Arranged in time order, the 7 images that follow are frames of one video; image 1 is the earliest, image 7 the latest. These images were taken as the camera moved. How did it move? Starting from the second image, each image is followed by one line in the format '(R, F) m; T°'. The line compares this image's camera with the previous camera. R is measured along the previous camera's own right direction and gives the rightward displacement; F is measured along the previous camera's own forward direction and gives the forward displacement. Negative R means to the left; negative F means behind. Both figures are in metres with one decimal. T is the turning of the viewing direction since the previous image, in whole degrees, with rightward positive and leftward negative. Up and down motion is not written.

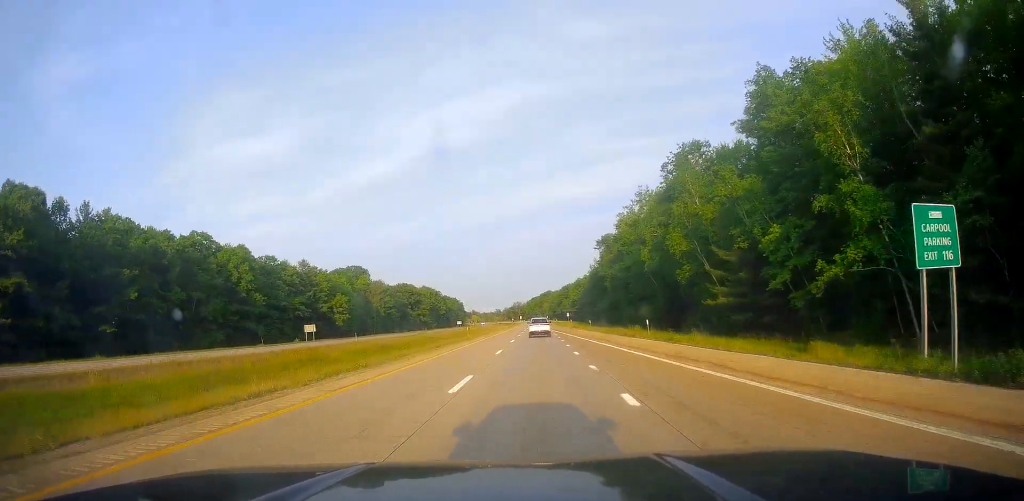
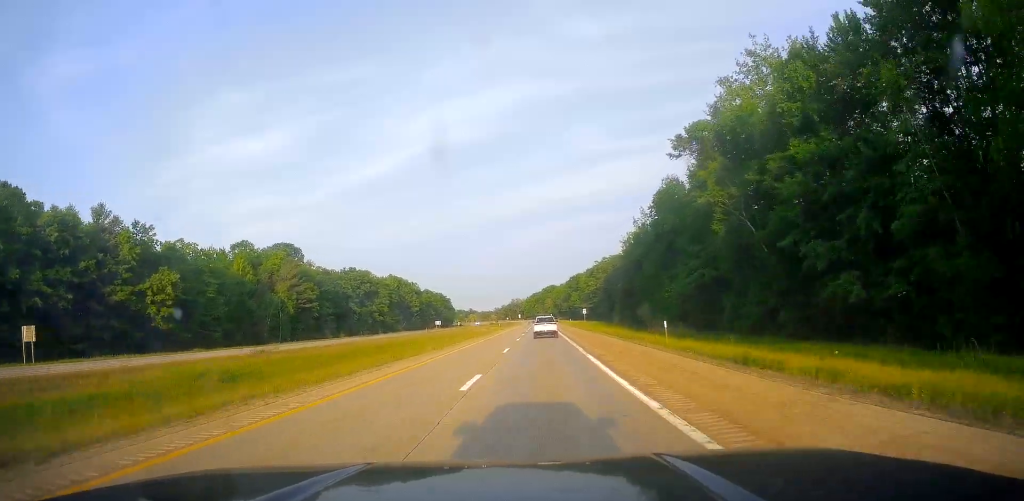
(-0.7, +75.4) m; -1°
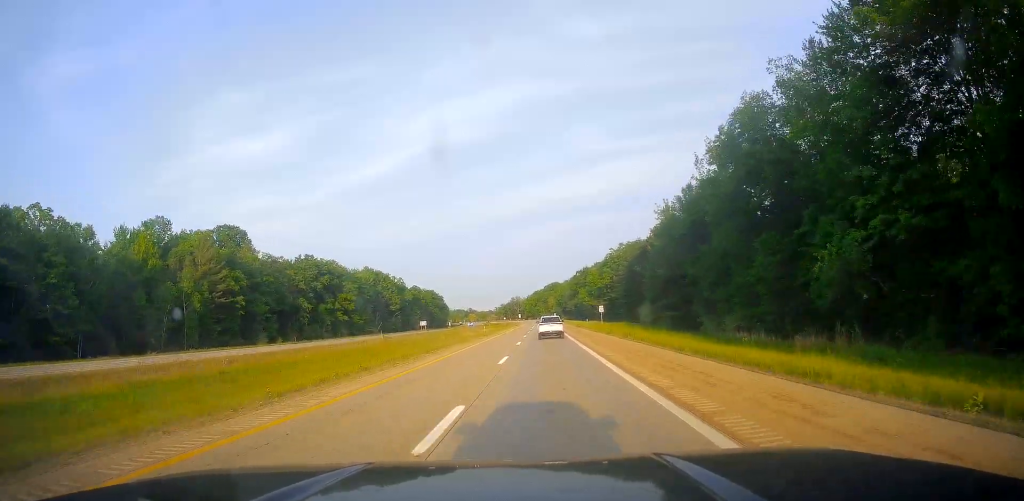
(+0.2, +37.1) m; +1°
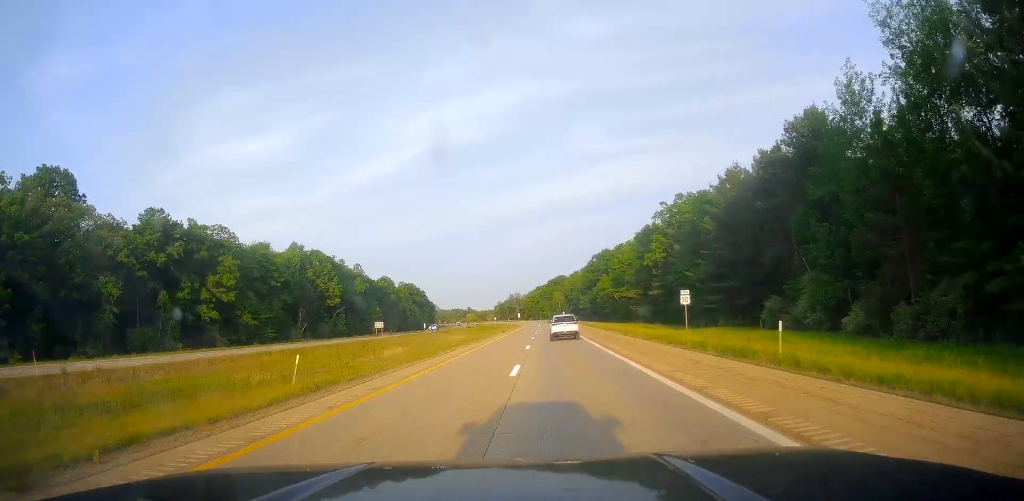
(+0.1, +65.7) m; -1°
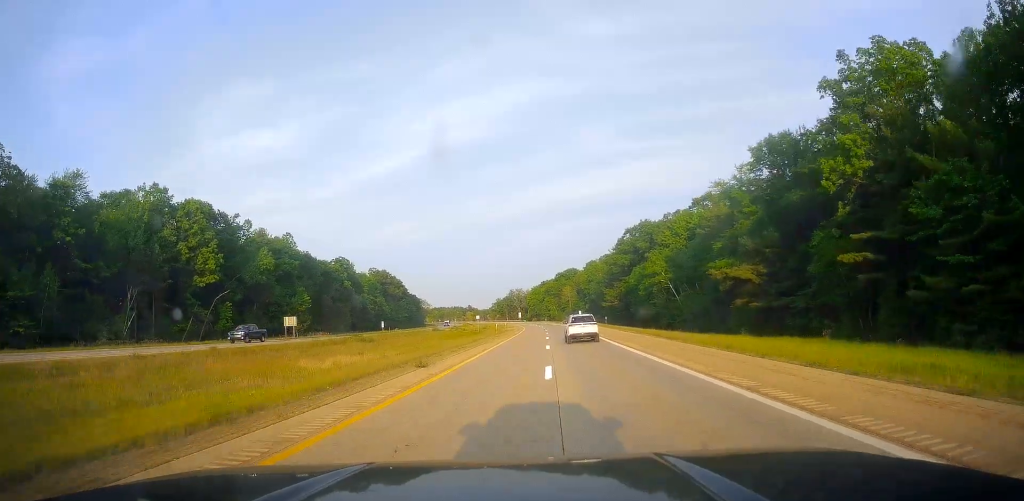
(-0.3, +60.9) m; 0°
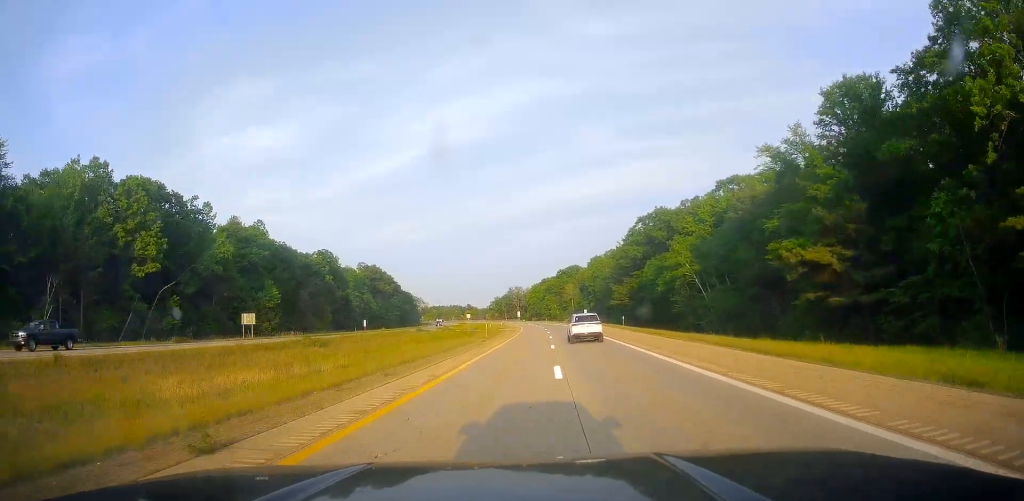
(+0.1, +15.6) m; 0°
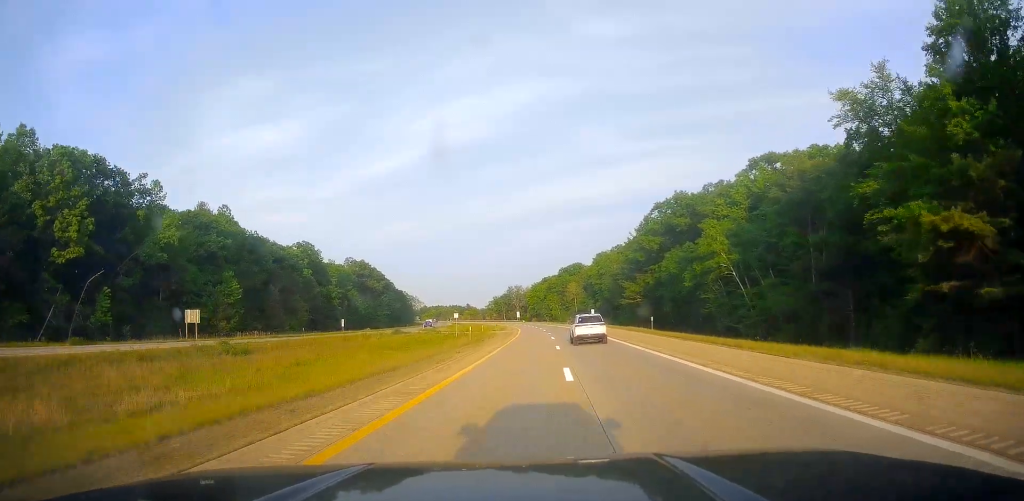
(0.0, +15.5) m; 0°
